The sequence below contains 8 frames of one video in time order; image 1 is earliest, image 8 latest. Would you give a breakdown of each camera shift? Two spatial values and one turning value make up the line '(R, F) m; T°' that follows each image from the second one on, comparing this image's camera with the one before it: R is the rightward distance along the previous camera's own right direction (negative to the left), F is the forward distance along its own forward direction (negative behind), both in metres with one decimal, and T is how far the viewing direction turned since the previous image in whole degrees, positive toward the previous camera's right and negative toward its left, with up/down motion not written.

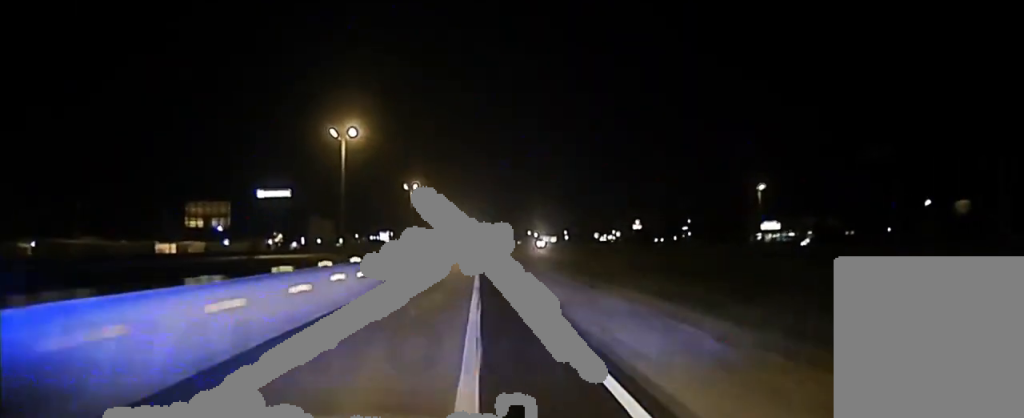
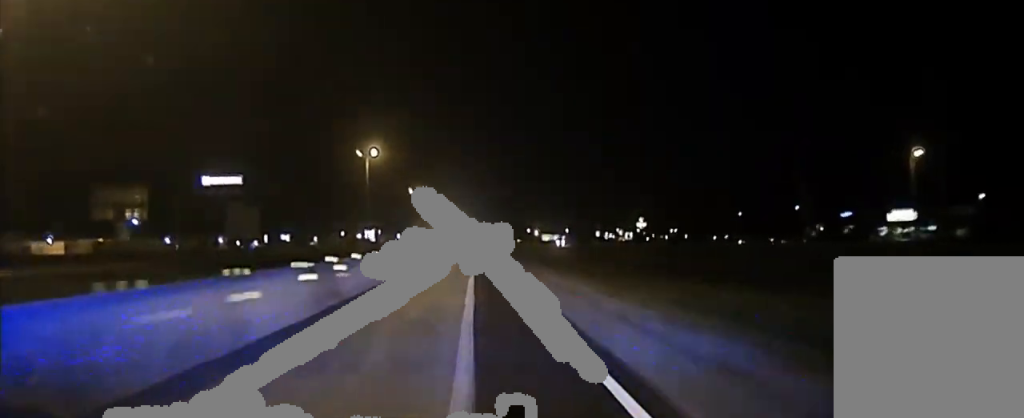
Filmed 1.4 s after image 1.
(+0.3, +62.9) m; 0°
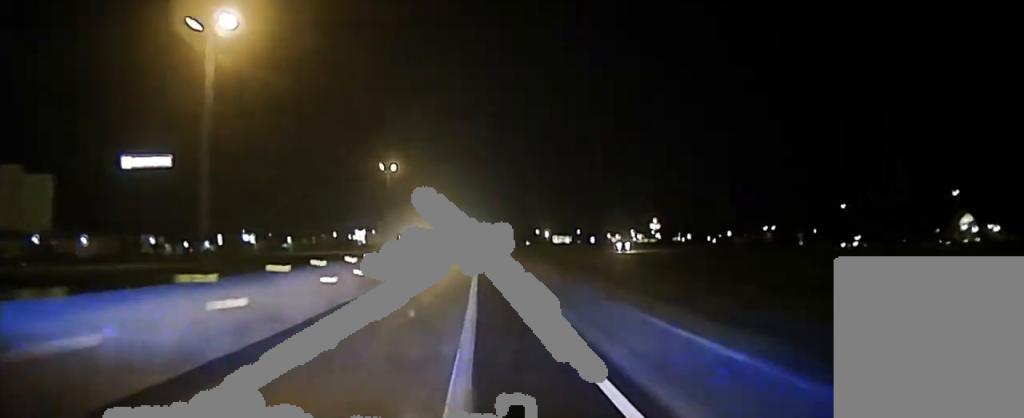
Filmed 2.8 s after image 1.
(-0.2, +73.3) m; 0°
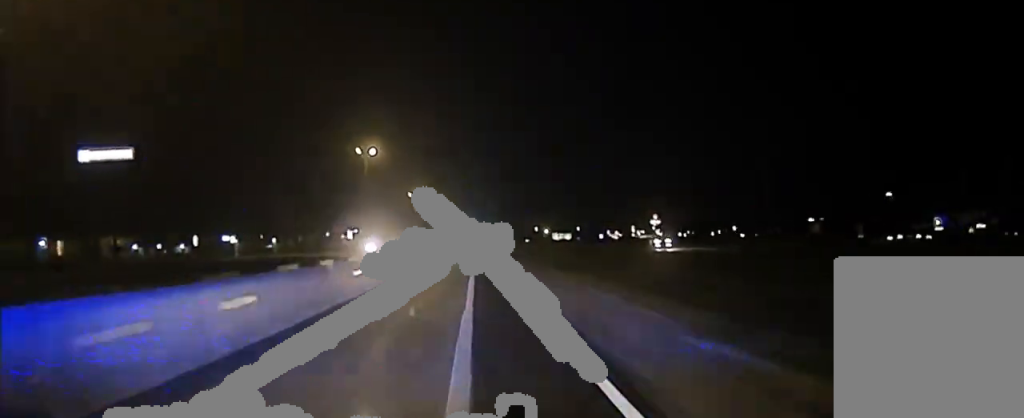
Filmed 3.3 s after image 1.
(0.0, +23.0) m; 0°
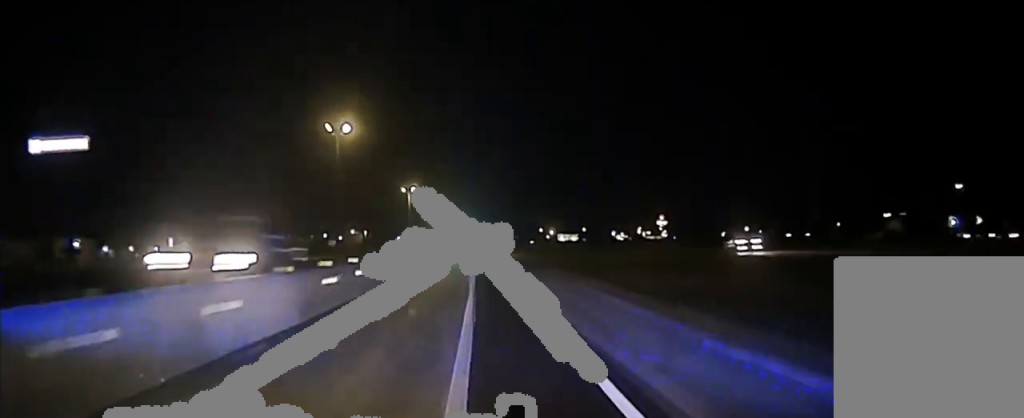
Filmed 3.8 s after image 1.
(-0.1, +24.2) m; 0°
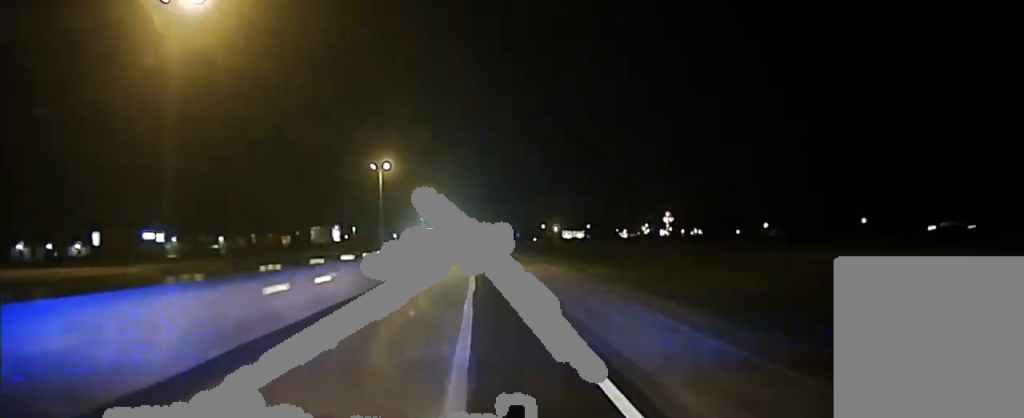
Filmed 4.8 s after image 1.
(+0.3, +47.5) m; 0°
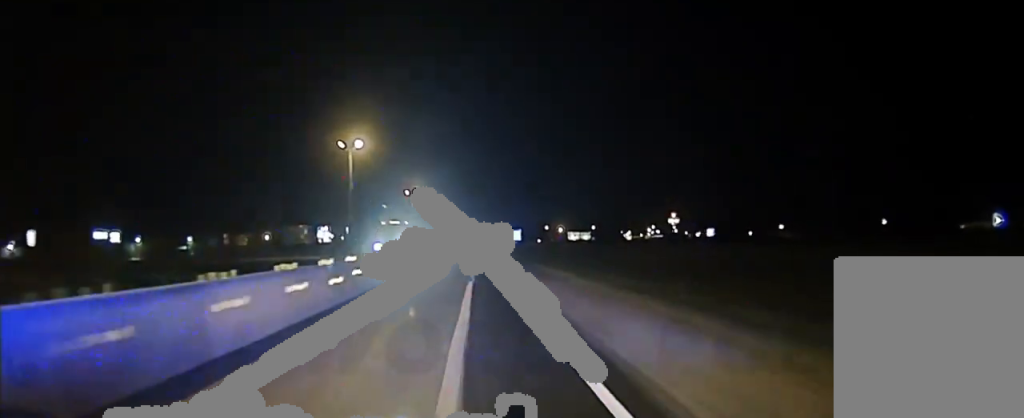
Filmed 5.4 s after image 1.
(0.0, +29.4) m; 0°
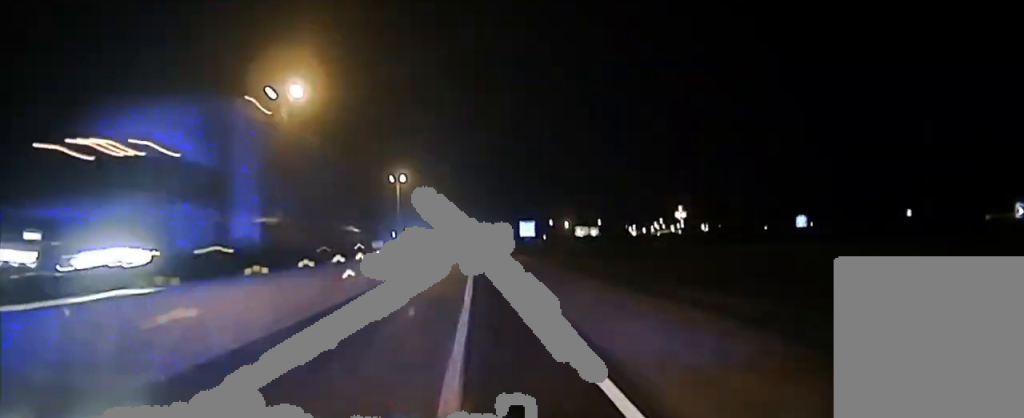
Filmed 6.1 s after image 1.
(-0.2, +31.9) m; 0°
